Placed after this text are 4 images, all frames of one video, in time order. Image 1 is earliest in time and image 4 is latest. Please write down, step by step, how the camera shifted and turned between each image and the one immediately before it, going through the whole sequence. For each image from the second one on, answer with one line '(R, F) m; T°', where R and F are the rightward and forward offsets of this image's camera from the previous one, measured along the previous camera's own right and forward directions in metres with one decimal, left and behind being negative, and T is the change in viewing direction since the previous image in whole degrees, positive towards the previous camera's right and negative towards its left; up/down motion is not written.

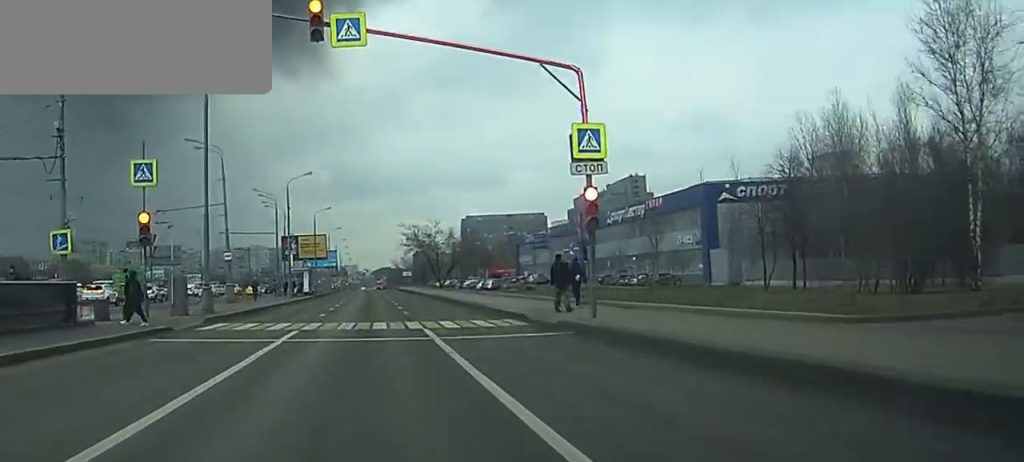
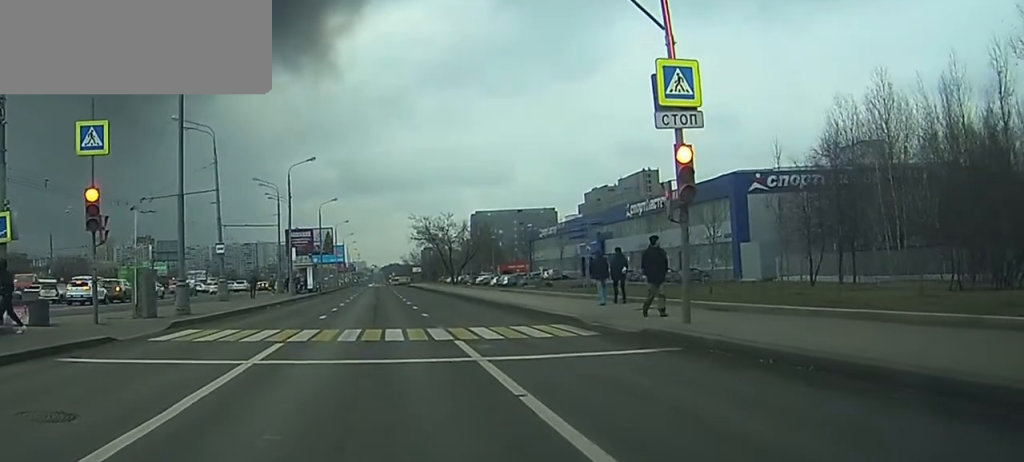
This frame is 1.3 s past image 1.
(-0.1, +7.1) m; -1°
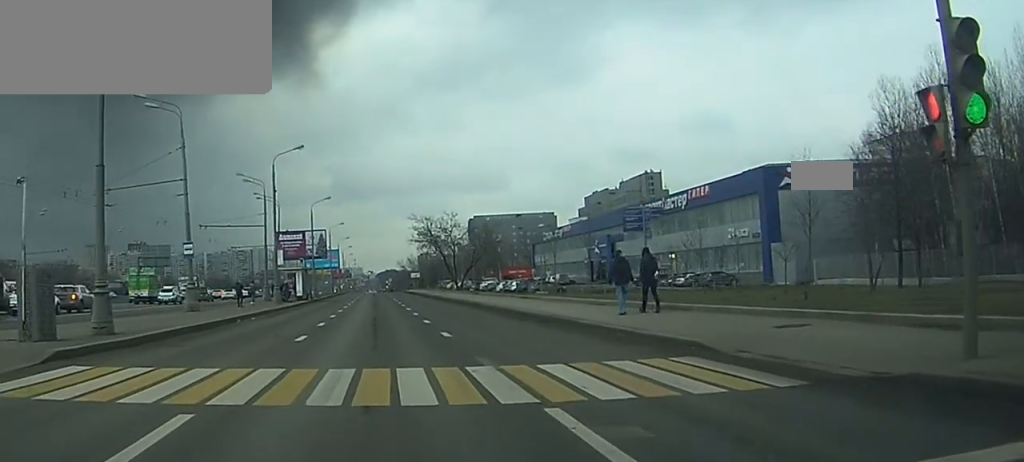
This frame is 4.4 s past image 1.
(-0.1, +9.8) m; -3°
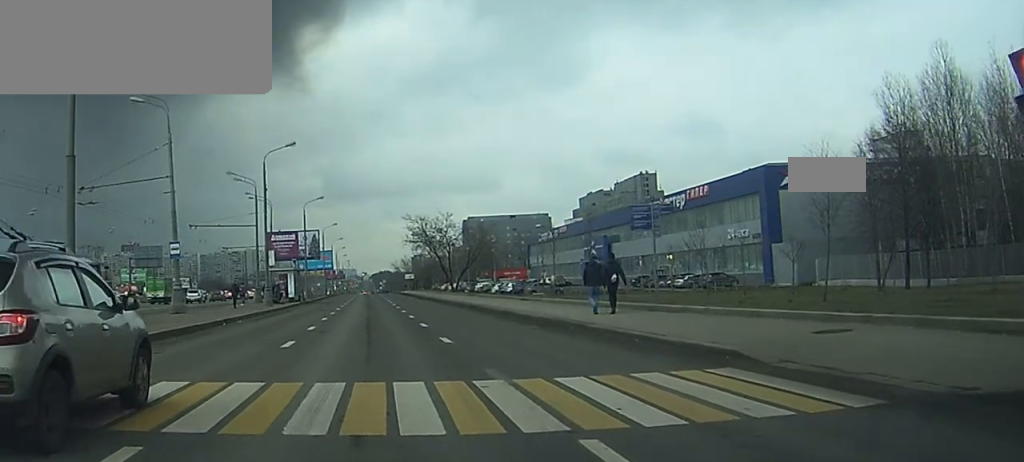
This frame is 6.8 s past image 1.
(+0.1, +2.3) m; 0°
